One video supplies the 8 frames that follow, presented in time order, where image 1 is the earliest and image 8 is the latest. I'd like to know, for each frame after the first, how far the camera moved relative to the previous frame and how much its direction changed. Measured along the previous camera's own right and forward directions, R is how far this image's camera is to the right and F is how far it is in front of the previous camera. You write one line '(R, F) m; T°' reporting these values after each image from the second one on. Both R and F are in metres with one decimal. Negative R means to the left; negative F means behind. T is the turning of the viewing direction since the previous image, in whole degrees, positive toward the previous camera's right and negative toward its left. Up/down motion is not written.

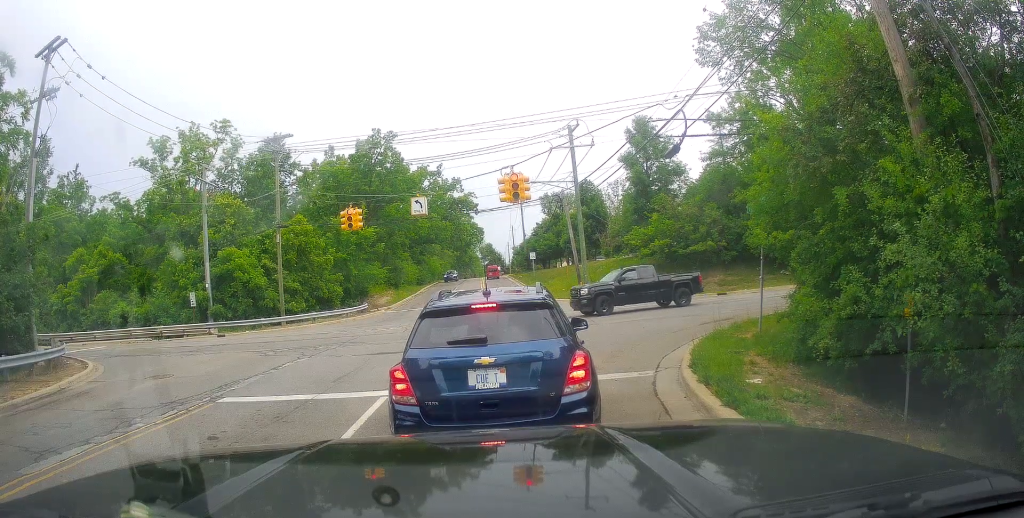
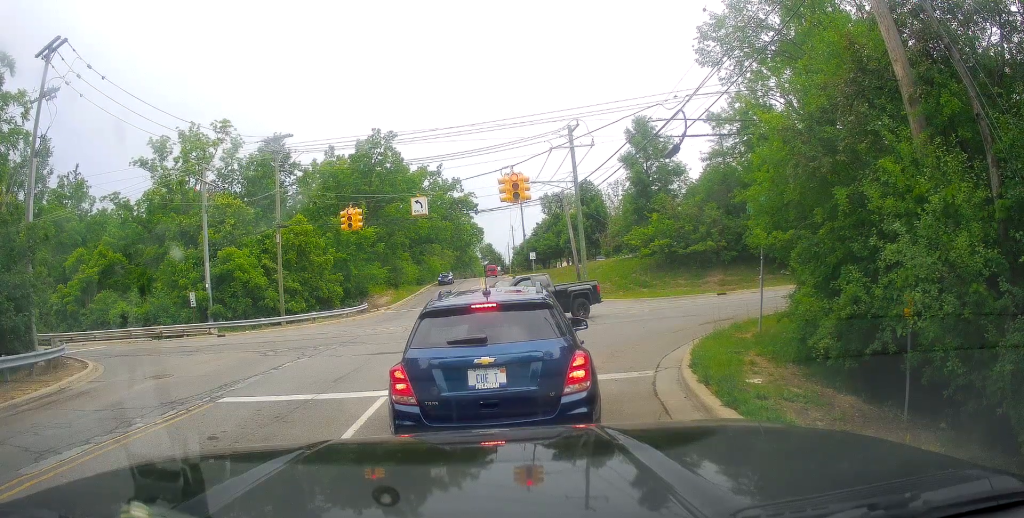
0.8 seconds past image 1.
(0.0, 0.0) m; 0°
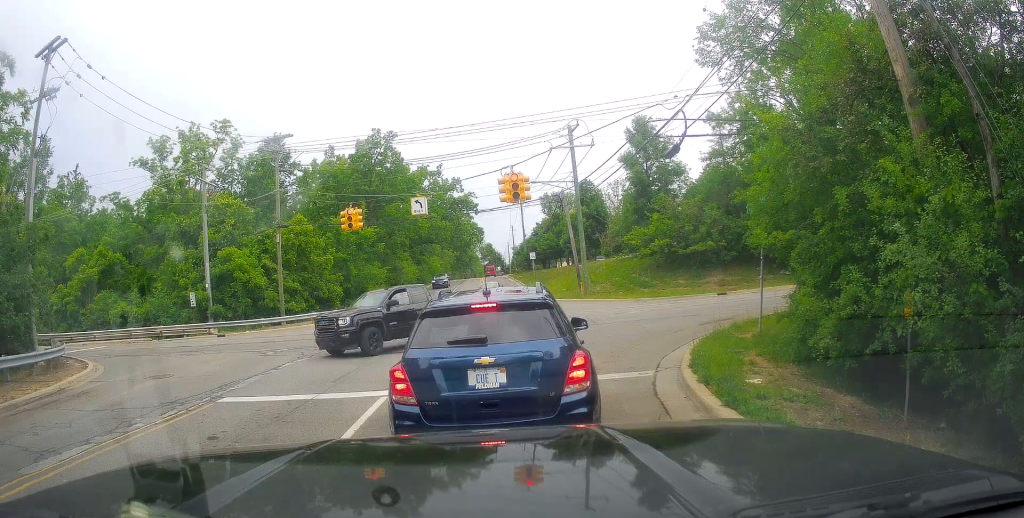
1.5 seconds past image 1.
(0.0, 0.0) m; 0°
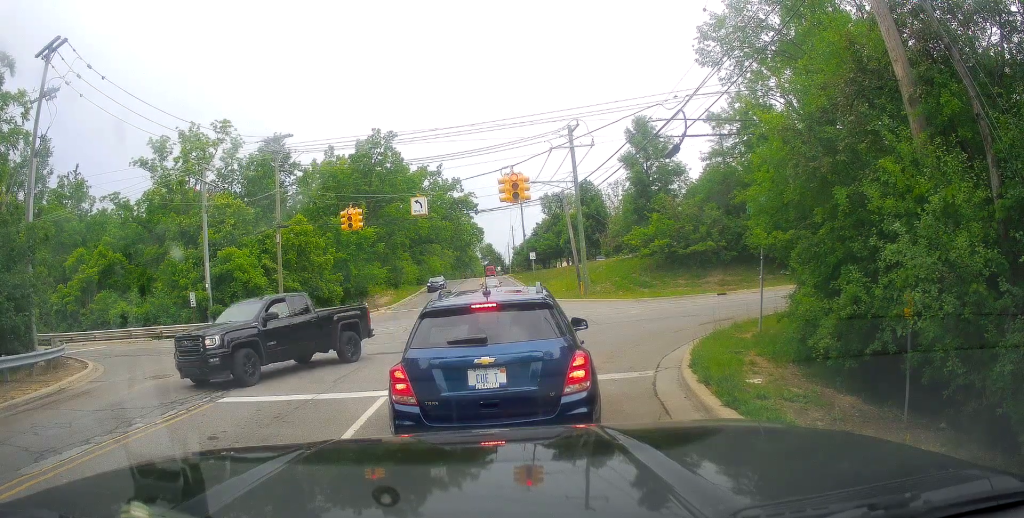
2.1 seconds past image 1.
(0.0, 0.0) m; 0°
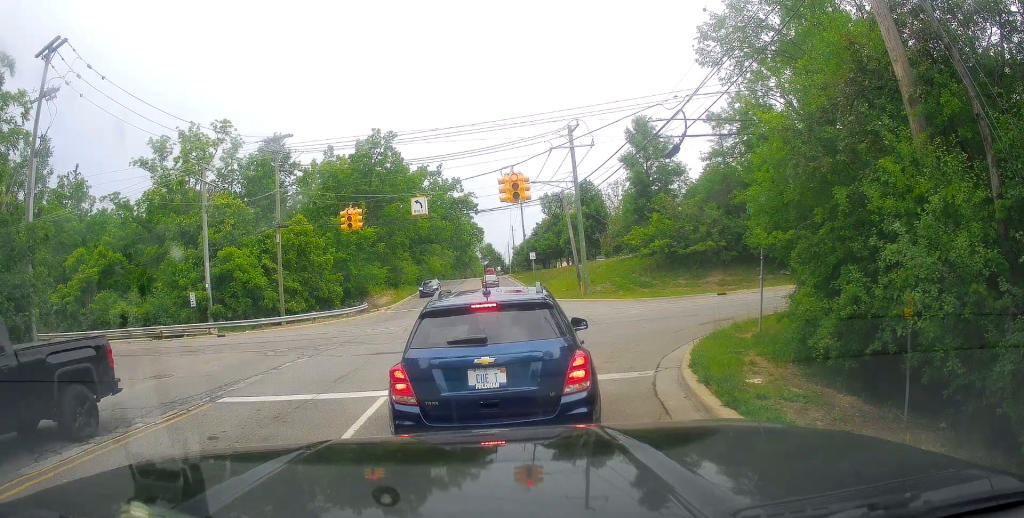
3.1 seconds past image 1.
(0.0, 0.0) m; 0°
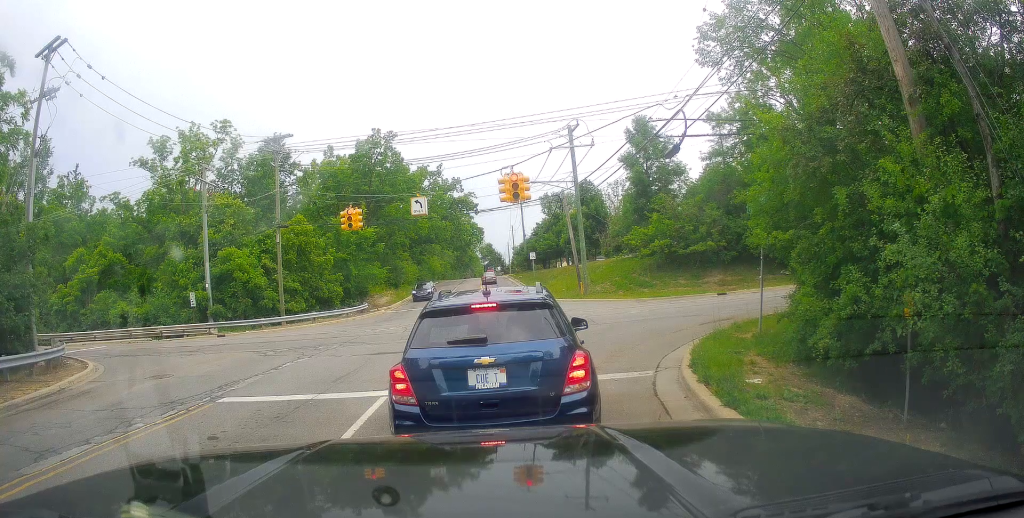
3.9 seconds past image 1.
(0.0, 0.0) m; 0°
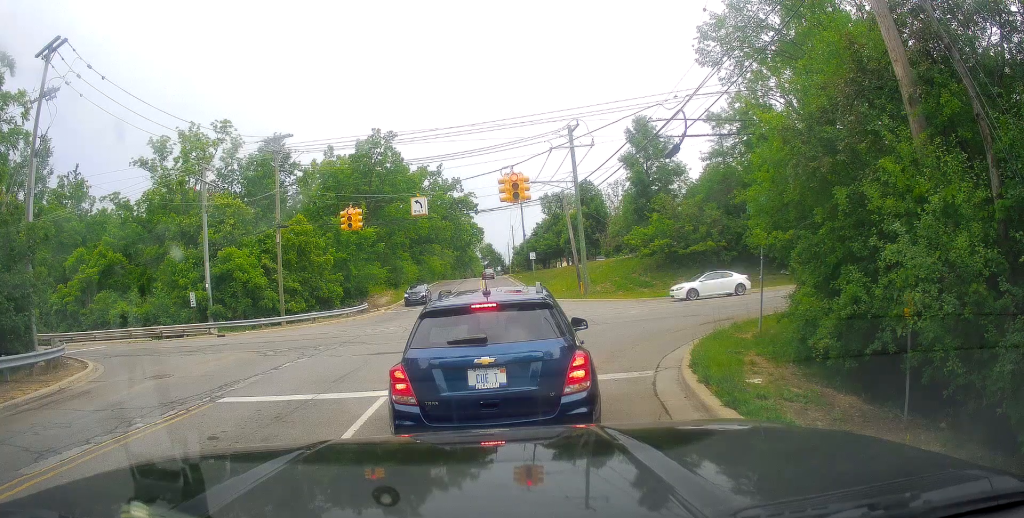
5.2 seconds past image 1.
(0.0, 0.0) m; 0°
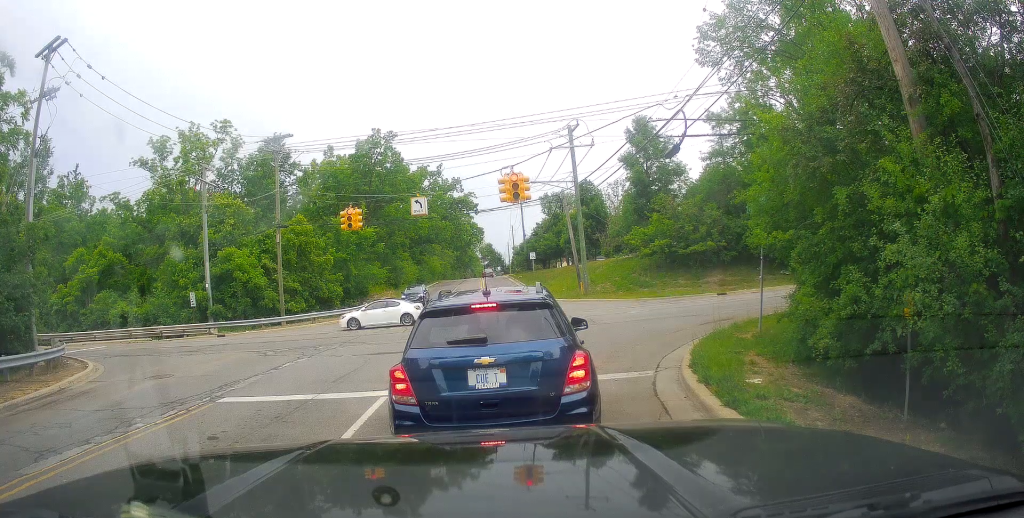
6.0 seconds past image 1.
(0.0, 0.0) m; 0°
